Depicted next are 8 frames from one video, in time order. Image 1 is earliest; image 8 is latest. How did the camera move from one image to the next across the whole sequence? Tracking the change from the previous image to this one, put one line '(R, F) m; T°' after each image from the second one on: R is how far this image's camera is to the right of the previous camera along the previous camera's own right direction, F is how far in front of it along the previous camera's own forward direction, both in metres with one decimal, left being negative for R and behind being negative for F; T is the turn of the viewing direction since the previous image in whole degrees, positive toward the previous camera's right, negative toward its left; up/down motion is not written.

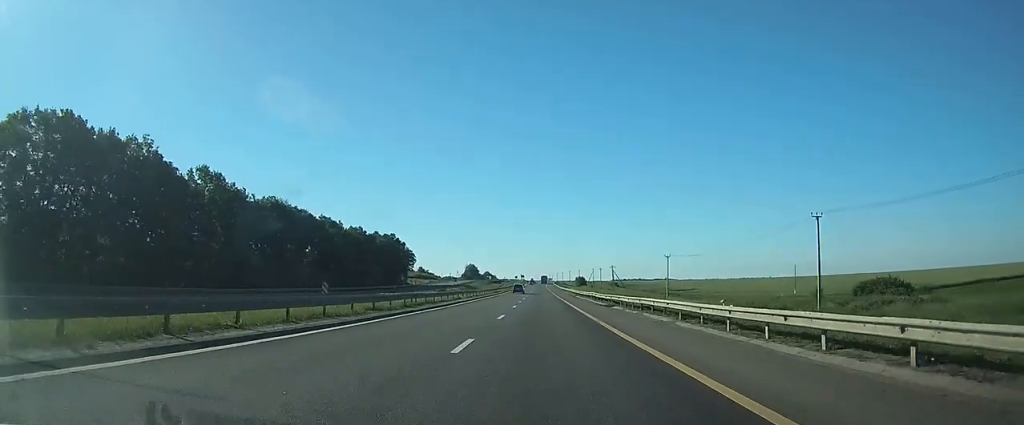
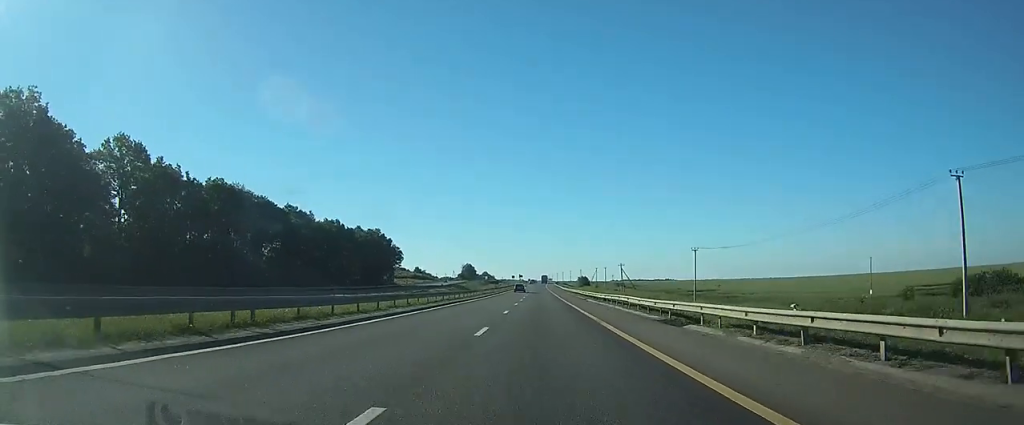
(+0.1, +20.2) m; 0°
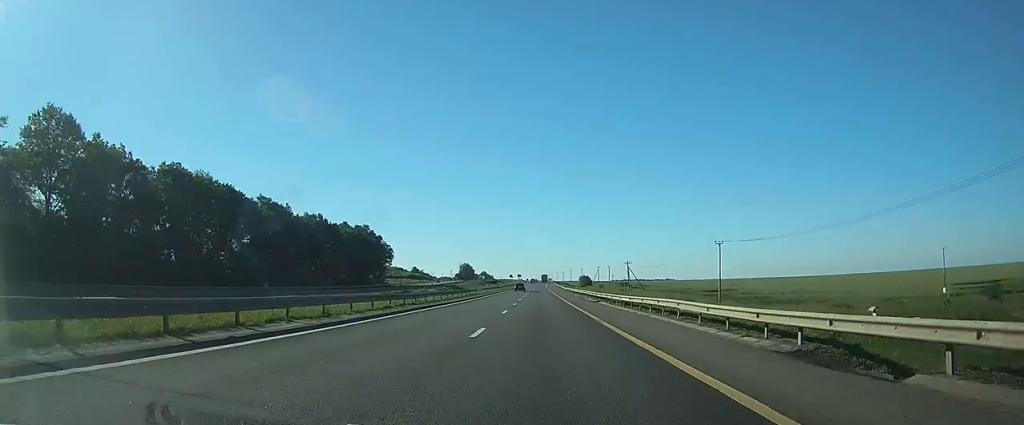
(0.0, +12.8) m; 0°
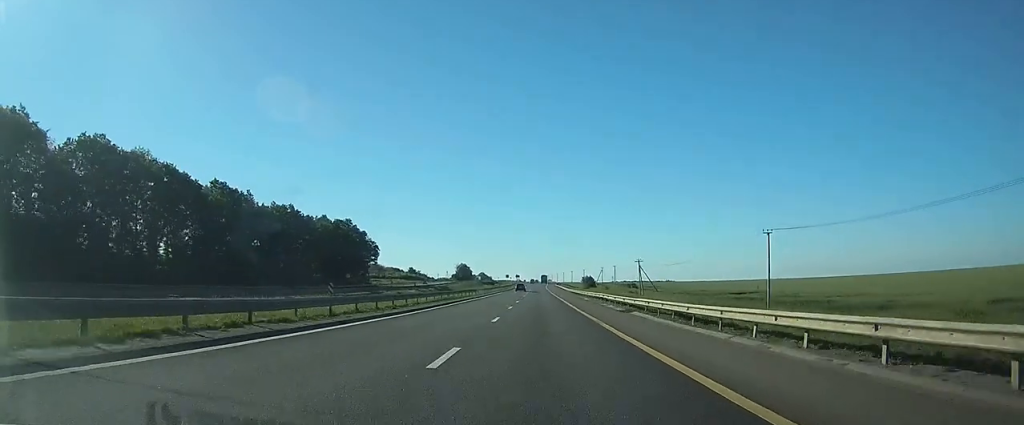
(0.0, +17.4) m; 0°
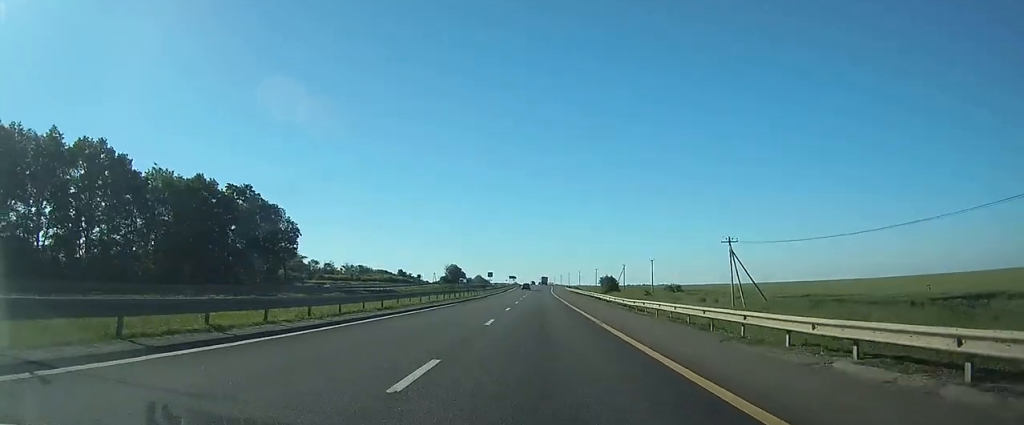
(0.0, +62.6) m; 0°
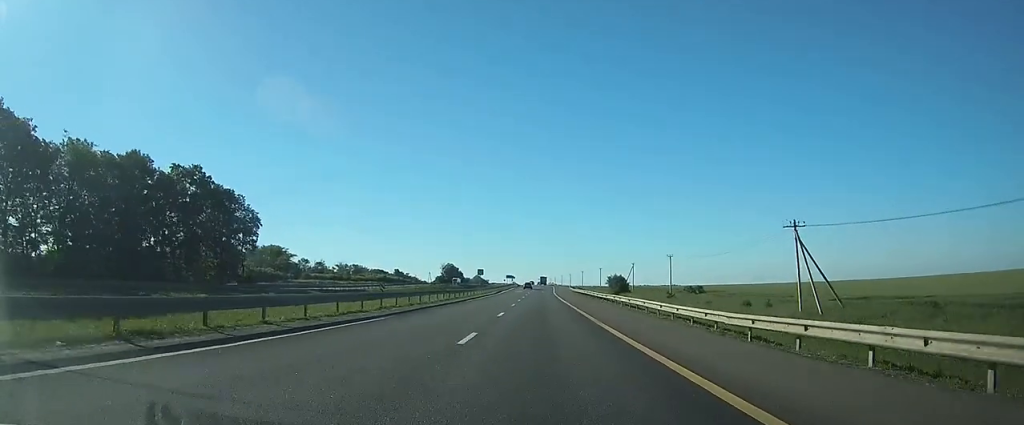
(-0.1, +18.4) m; 0°
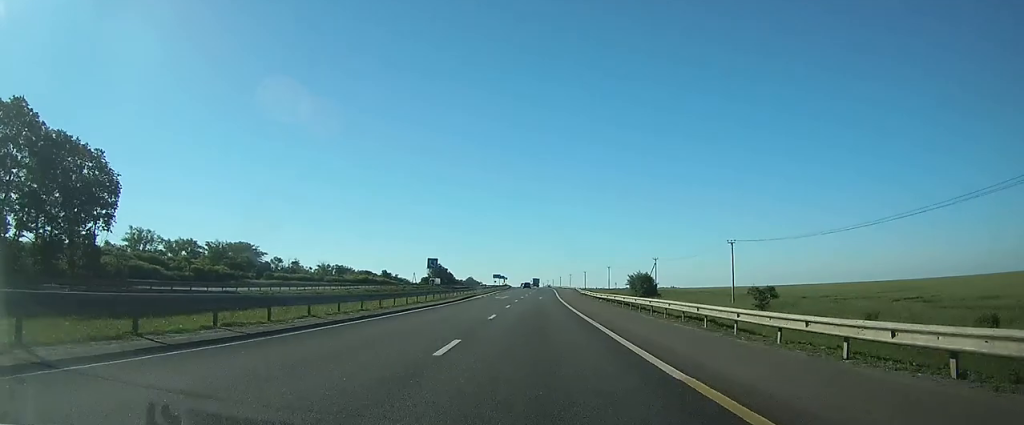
(+0.1, +38.6) m; 0°
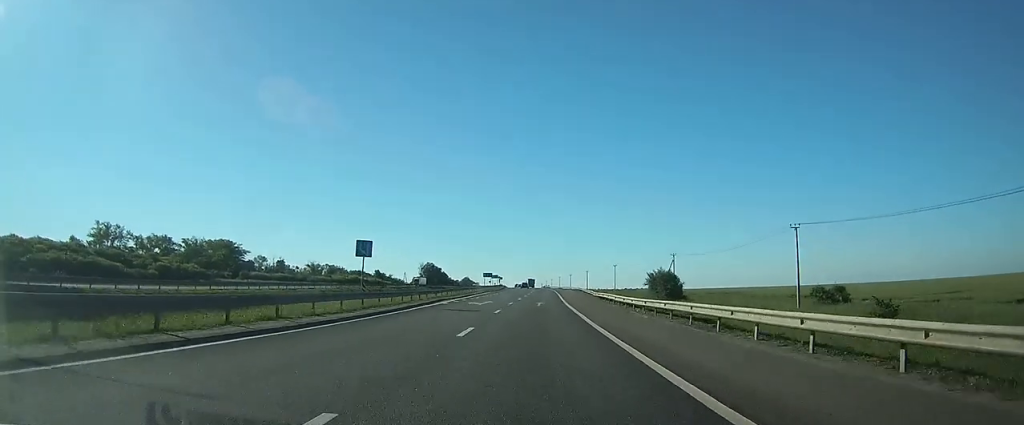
(0.0, +20.1) m; 0°
